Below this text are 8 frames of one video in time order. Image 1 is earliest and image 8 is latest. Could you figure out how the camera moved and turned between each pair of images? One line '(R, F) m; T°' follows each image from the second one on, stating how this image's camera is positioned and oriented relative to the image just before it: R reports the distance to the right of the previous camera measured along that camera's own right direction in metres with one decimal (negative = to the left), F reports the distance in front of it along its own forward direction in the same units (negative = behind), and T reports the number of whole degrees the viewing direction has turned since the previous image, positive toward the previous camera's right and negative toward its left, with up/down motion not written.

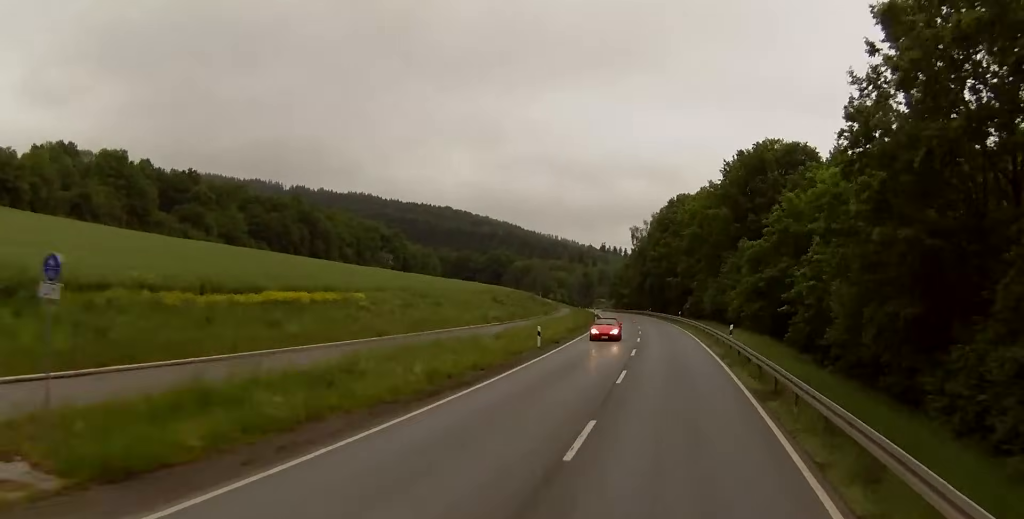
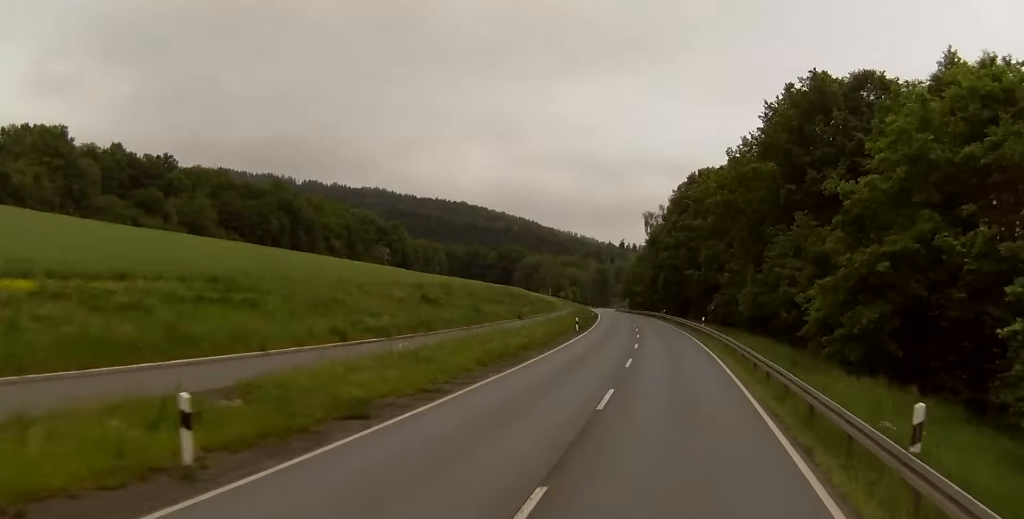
(-0.3, +32.8) m; -1°
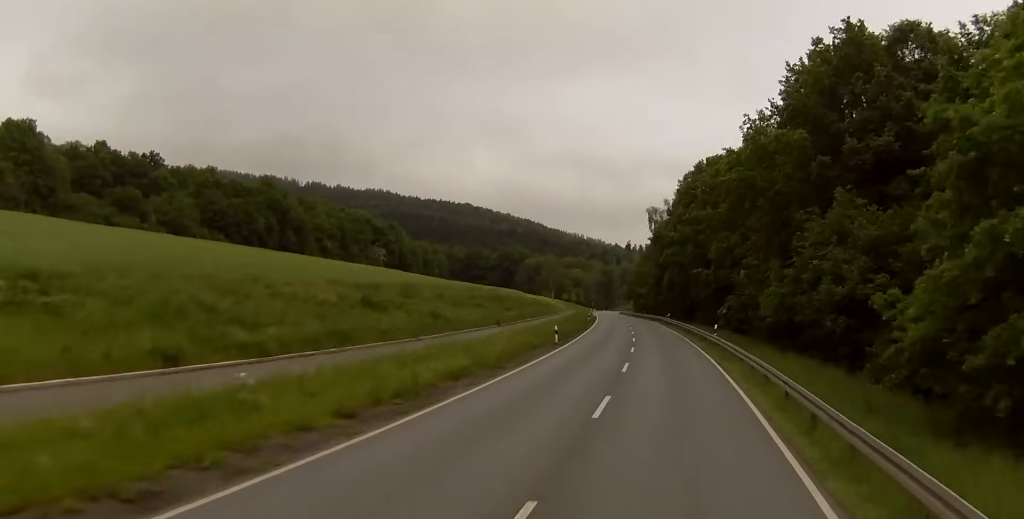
(0.0, +12.3) m; 0°
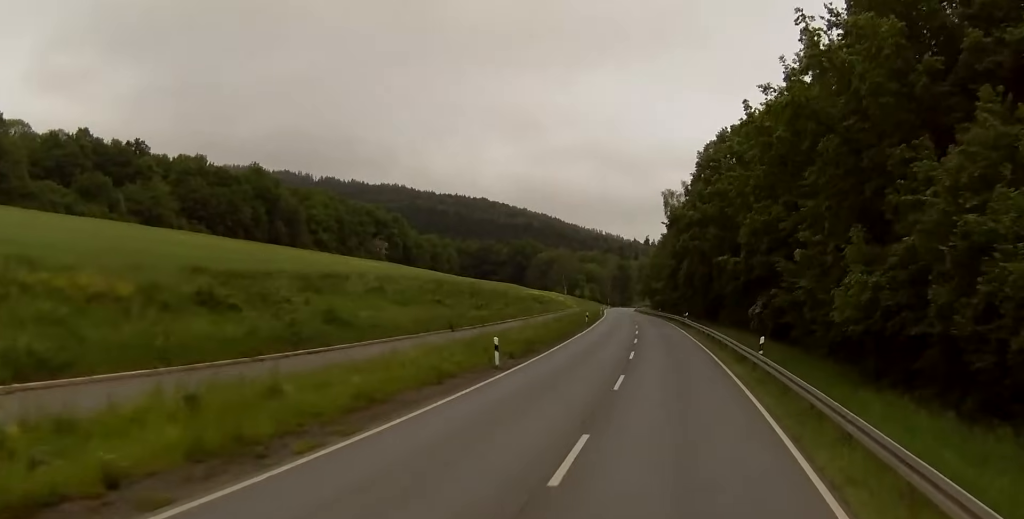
(0.0, +17.9) m; -1°
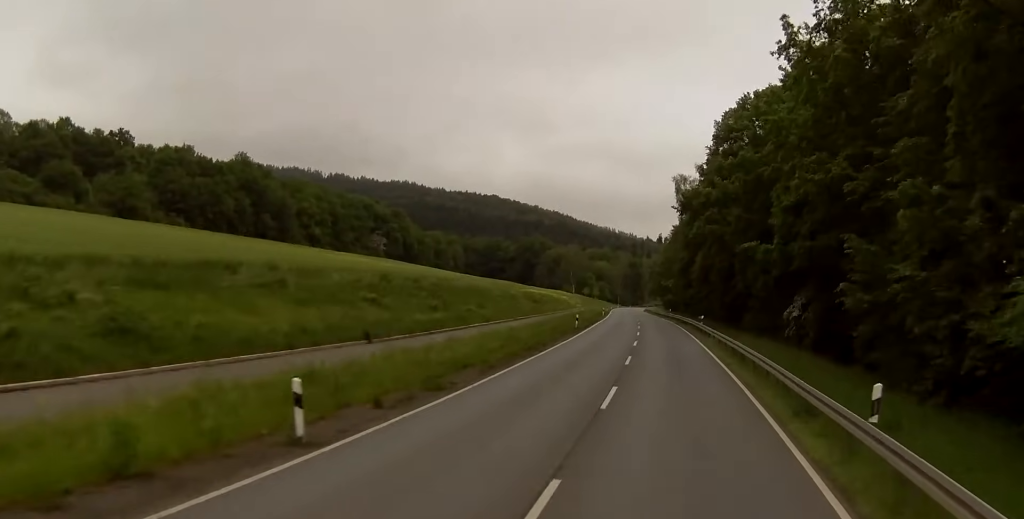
(-0.1, +15.4) m; -1°
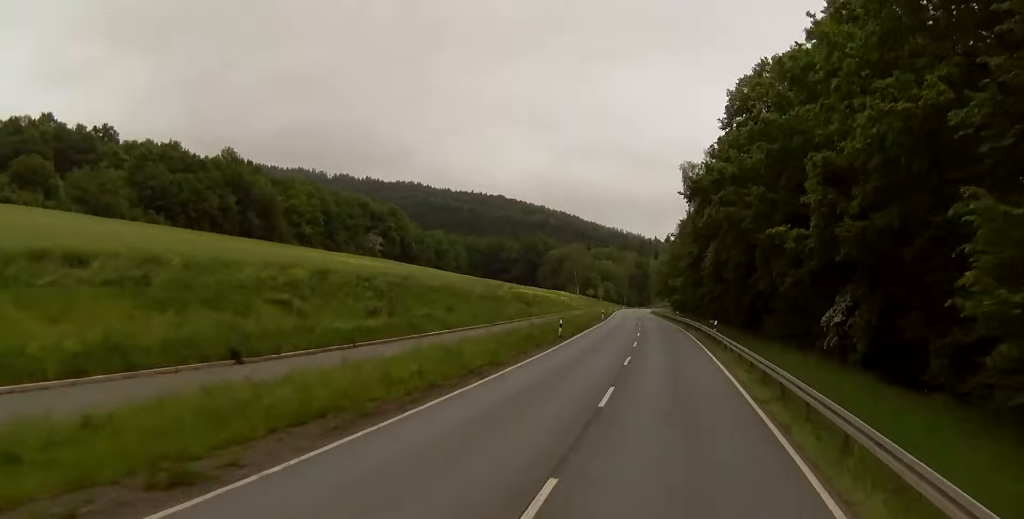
(-0.2, +12.9) m; -1°
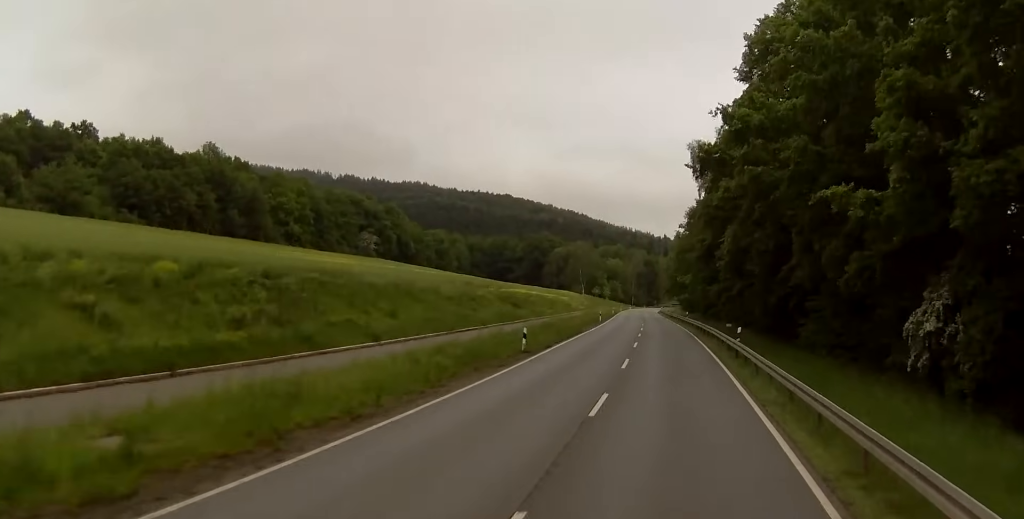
(-0.1, +16.7) m; -1°
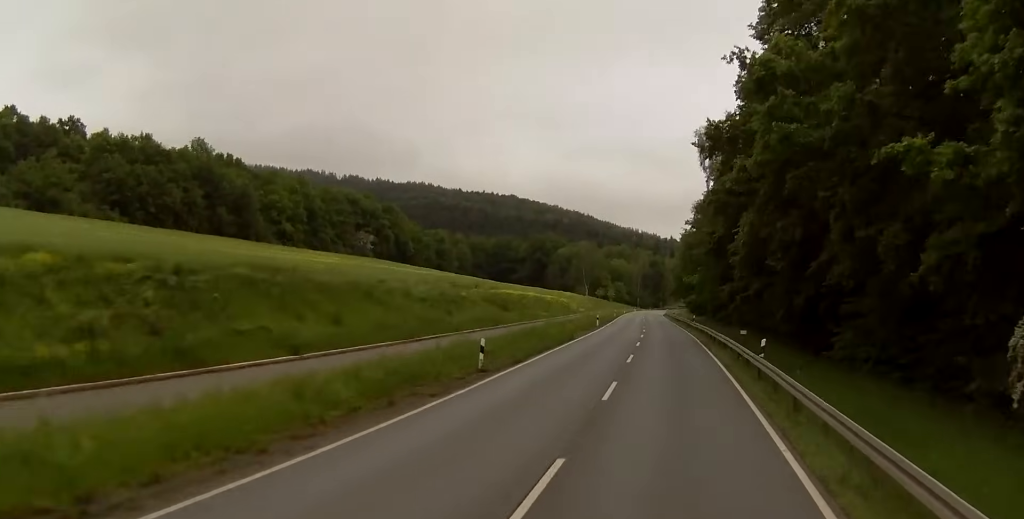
(+0.1, +10.7) m; 0°
